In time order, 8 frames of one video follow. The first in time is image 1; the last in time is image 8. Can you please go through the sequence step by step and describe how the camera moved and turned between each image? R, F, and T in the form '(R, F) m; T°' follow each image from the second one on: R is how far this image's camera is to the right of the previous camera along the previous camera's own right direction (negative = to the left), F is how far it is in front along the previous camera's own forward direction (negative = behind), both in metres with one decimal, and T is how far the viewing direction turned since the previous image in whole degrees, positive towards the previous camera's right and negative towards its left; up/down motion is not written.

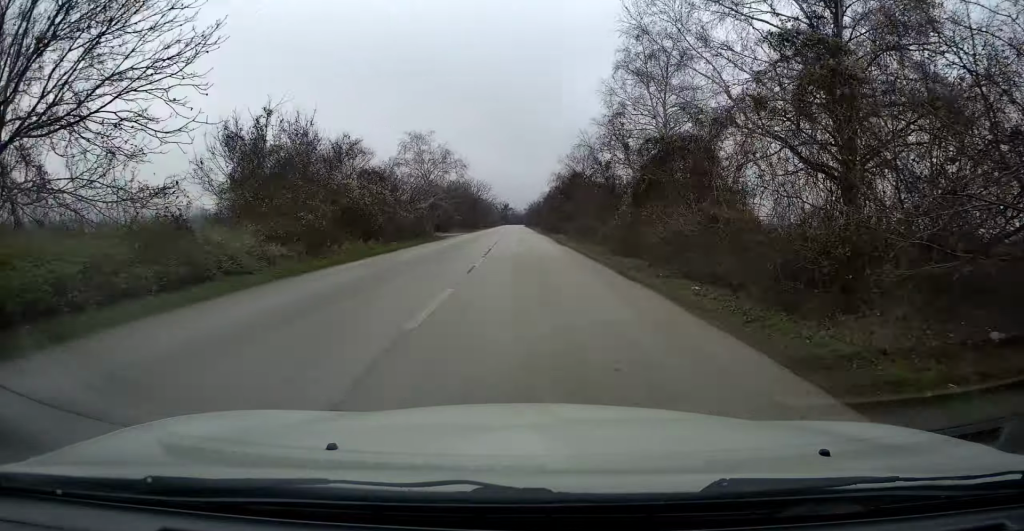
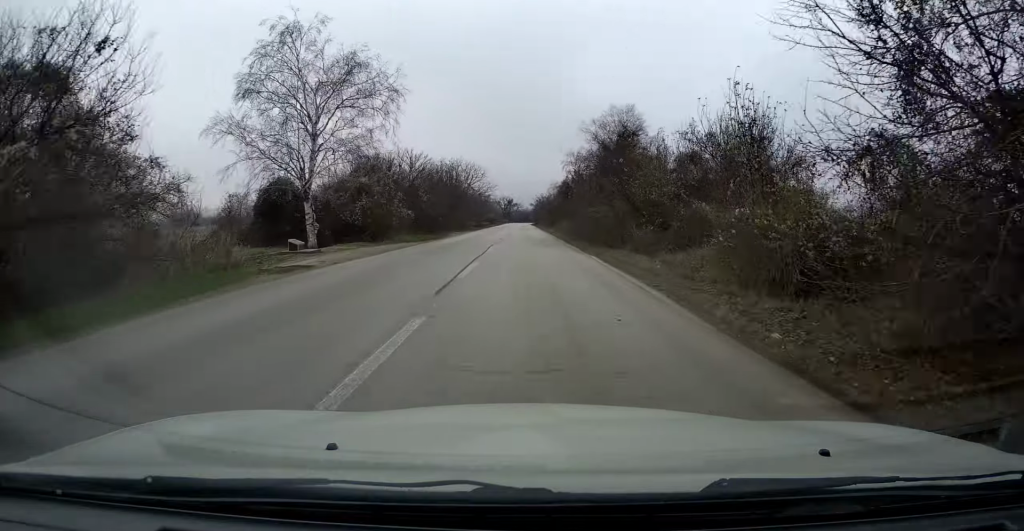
(+0.4, +30.5) m; 0°
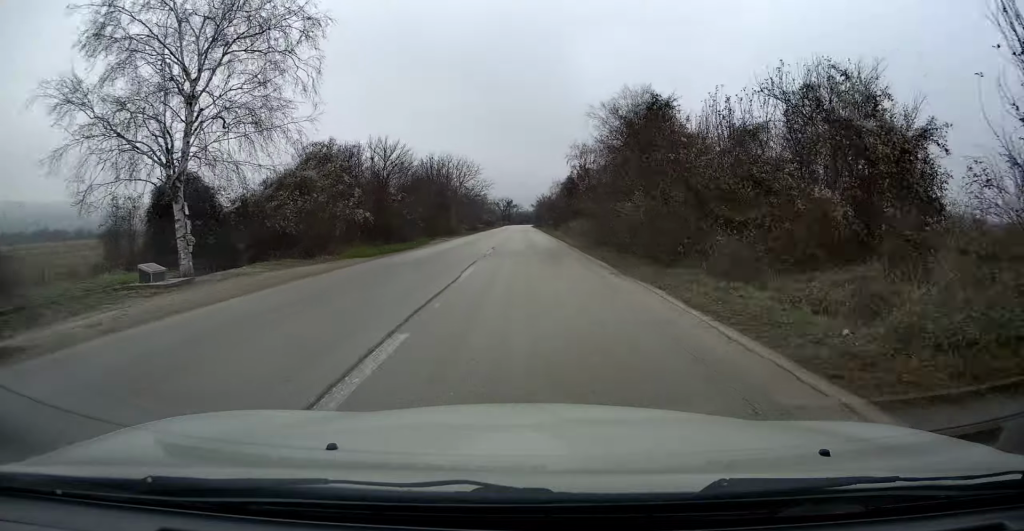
(-0.2, +9.1) m; -1°
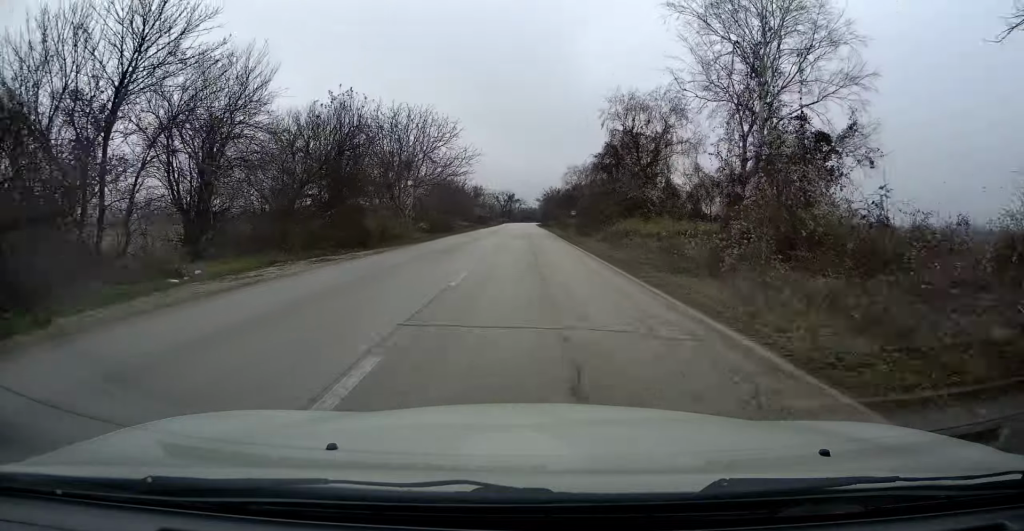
(-0.2, +28.8) m; 0°
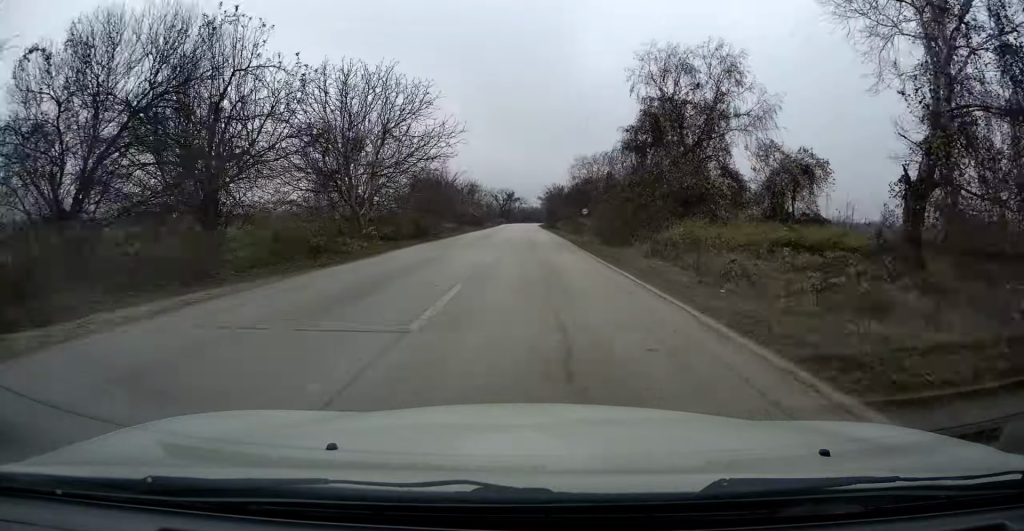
(0.0, +12.3) m; 0°
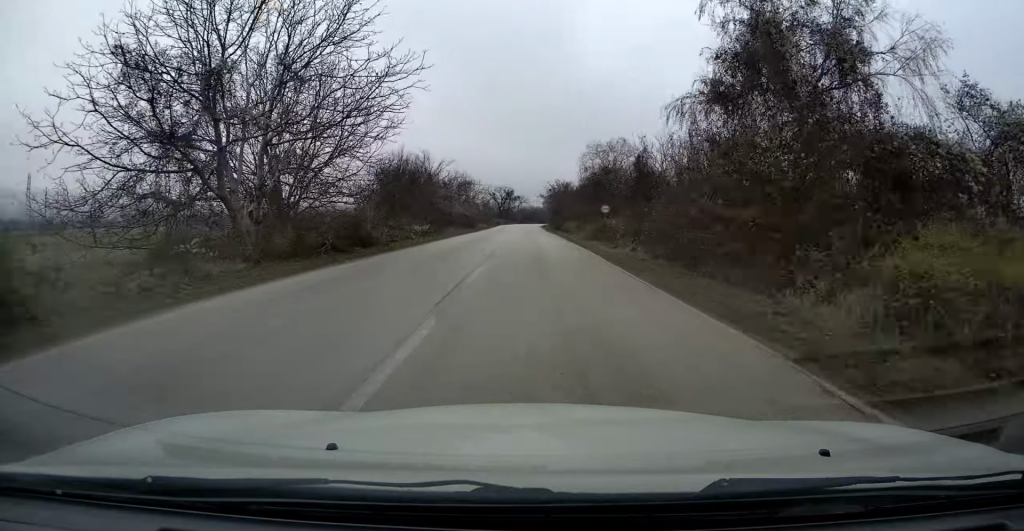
(+0.1, +13.6) m; 0°
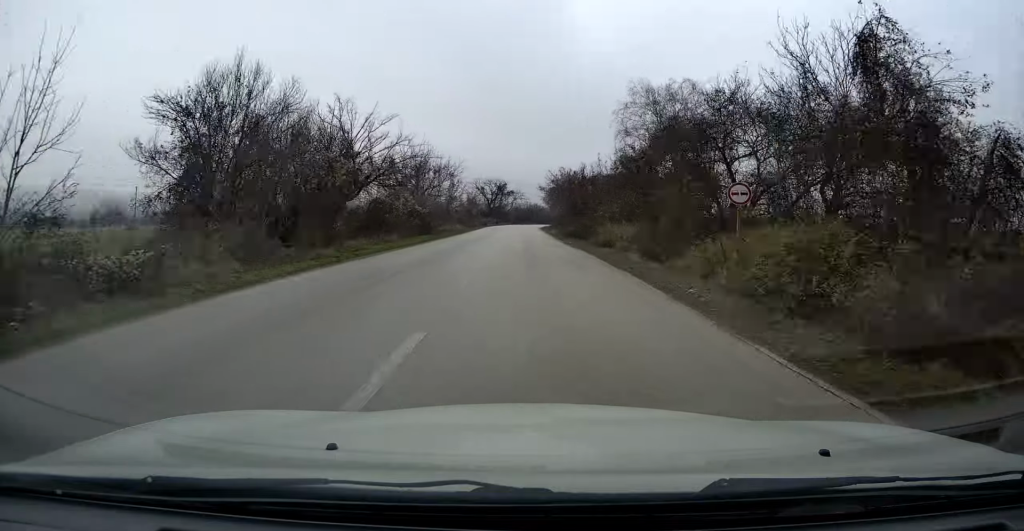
(-0.1, +26.5) m; 0°
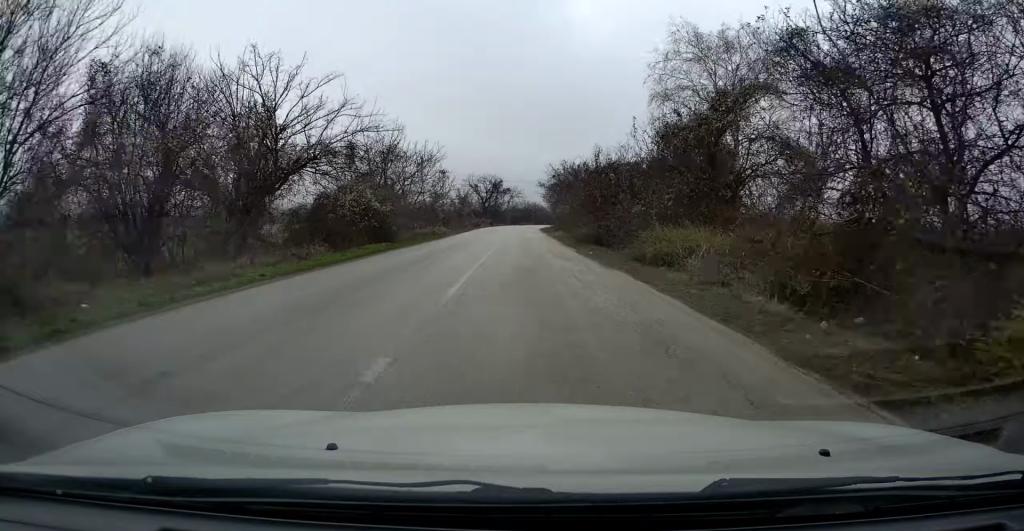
(0.0, +10.5) m; 0°
